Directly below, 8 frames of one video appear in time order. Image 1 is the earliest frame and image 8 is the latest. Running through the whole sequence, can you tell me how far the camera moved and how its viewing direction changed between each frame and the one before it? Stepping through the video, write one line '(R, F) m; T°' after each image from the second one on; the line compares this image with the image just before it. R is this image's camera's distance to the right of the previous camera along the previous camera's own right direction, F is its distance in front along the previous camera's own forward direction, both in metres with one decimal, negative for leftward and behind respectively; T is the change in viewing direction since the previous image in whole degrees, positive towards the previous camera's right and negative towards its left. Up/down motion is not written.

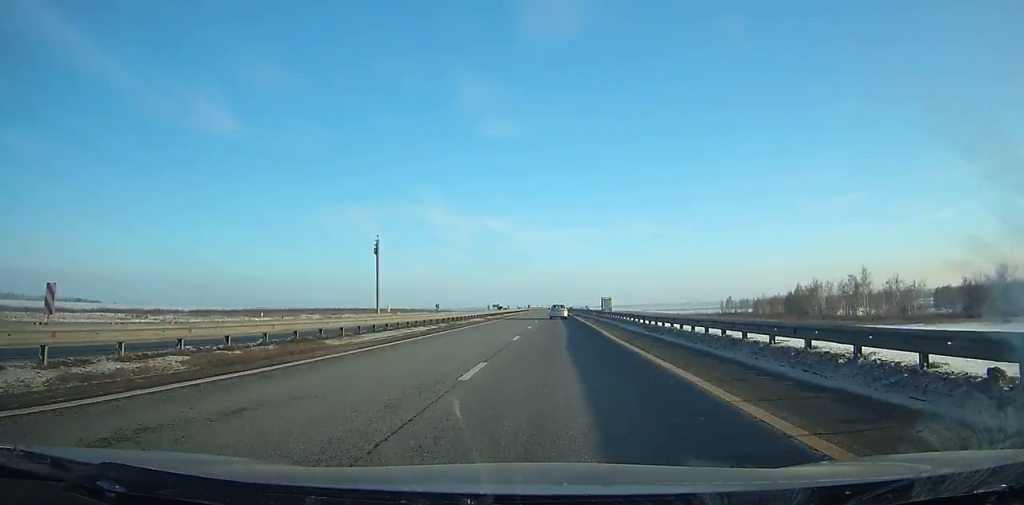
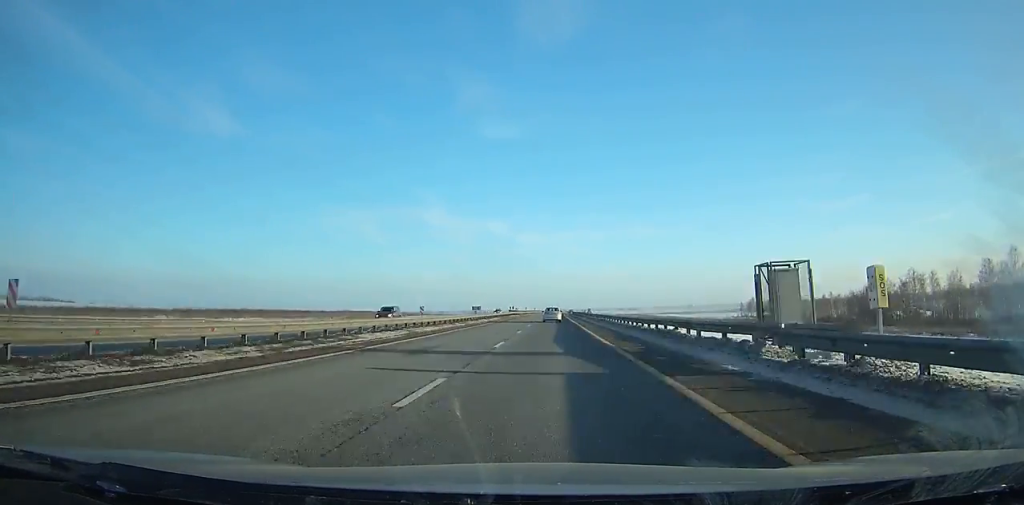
(+0.1, +60.8) m; 0°
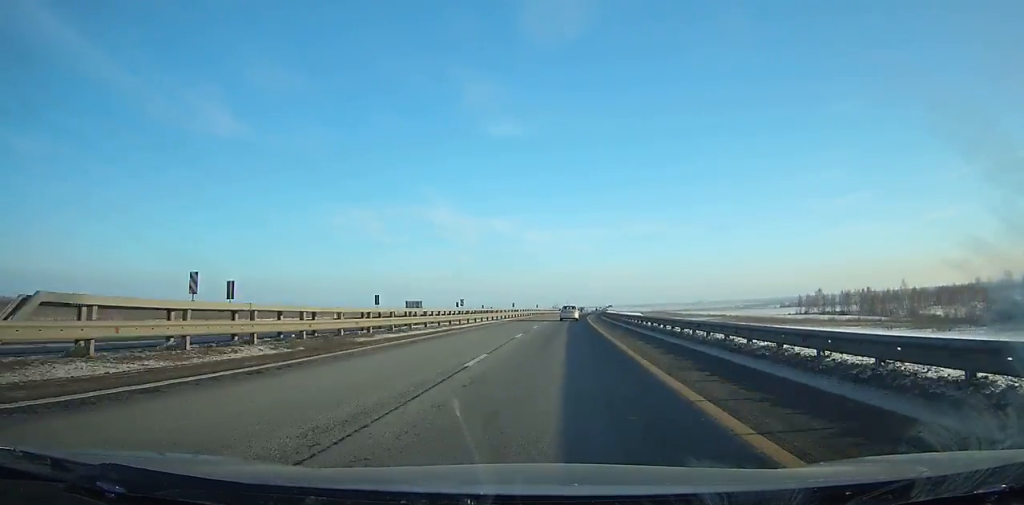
(+0.5, +98.9) m; +1°
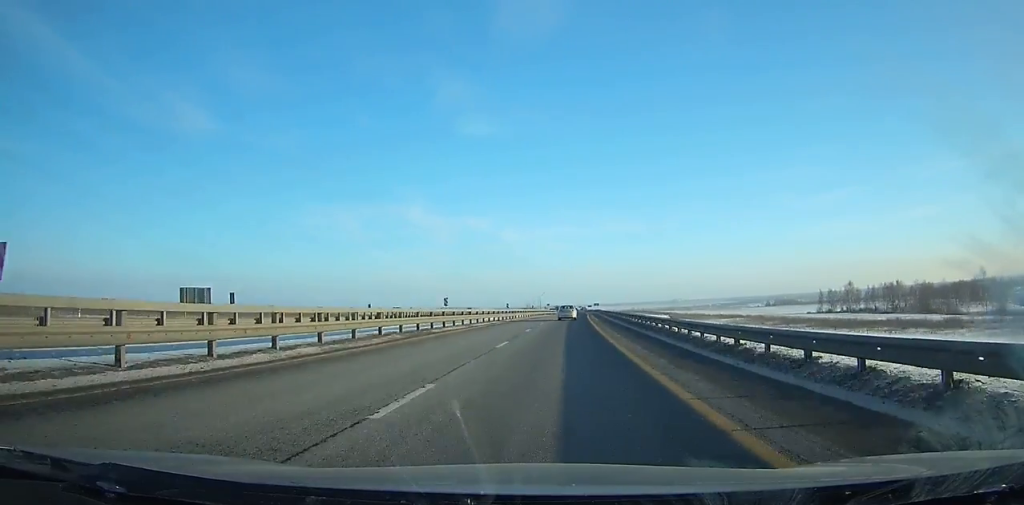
(+0.4, +63.8) m; +2°
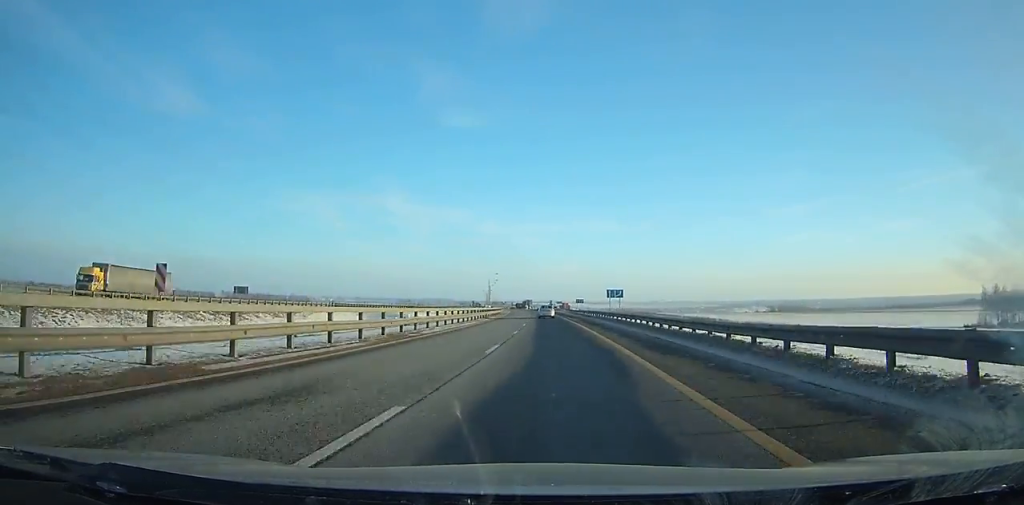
(+3.2, +142.5) m; 0°
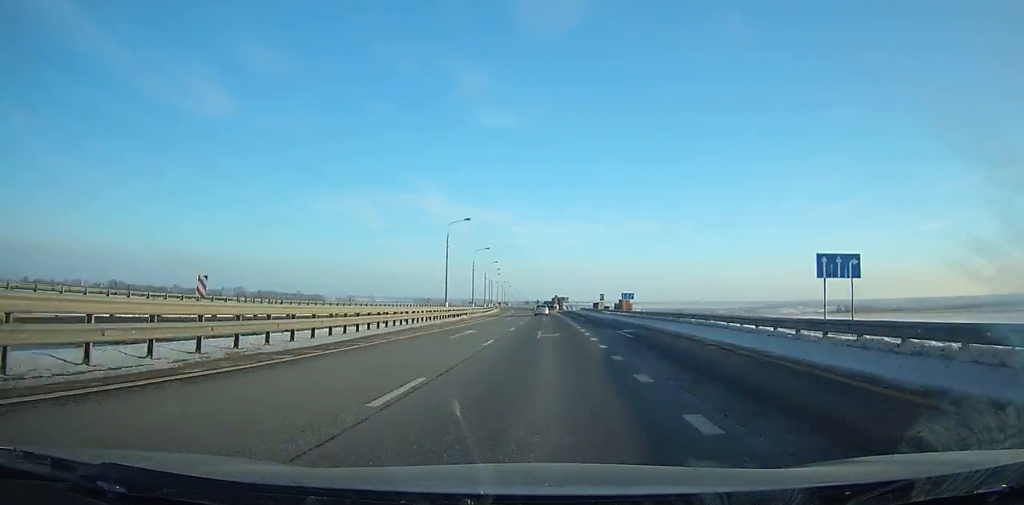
(-3.7, +115.4) m; -4°
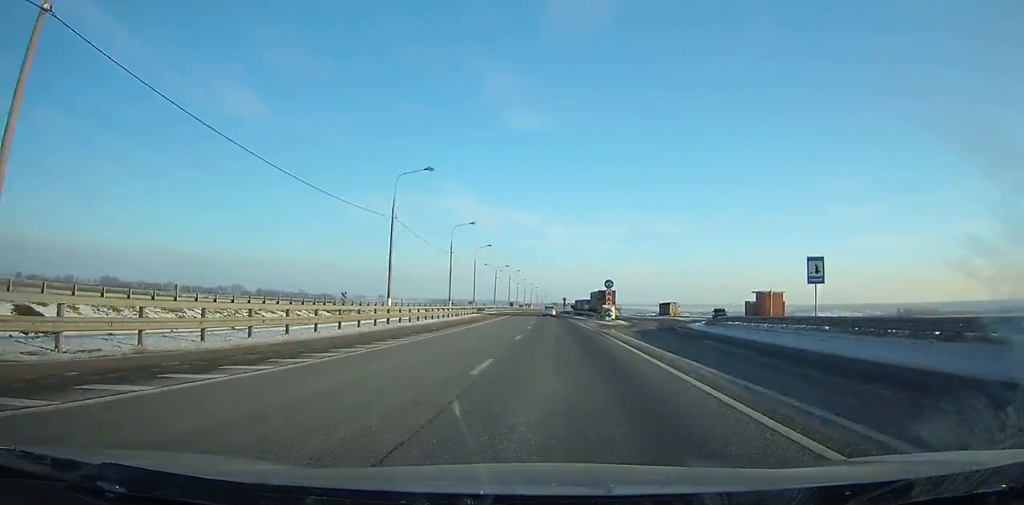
(-2.1, +91.3) m; -3°
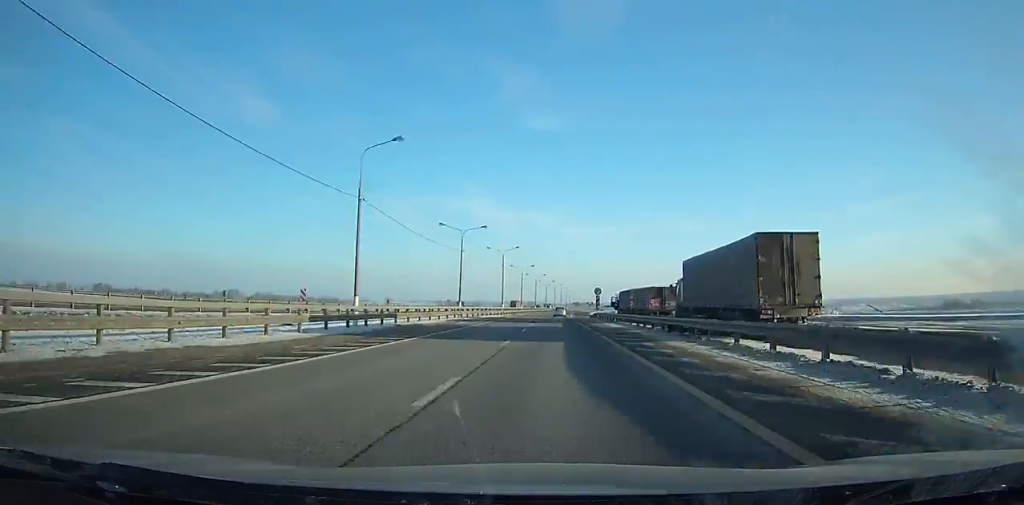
(-0.9, +62.9) m; -1°
